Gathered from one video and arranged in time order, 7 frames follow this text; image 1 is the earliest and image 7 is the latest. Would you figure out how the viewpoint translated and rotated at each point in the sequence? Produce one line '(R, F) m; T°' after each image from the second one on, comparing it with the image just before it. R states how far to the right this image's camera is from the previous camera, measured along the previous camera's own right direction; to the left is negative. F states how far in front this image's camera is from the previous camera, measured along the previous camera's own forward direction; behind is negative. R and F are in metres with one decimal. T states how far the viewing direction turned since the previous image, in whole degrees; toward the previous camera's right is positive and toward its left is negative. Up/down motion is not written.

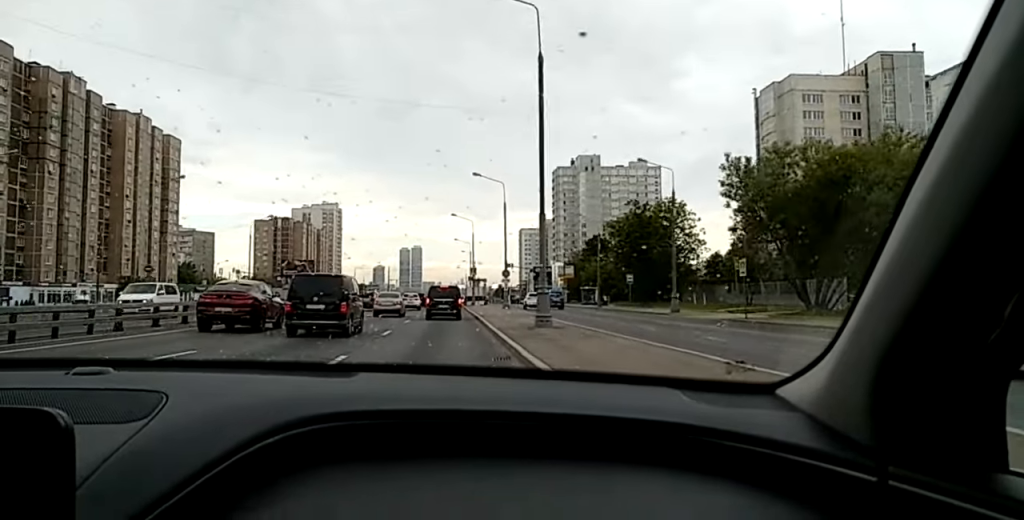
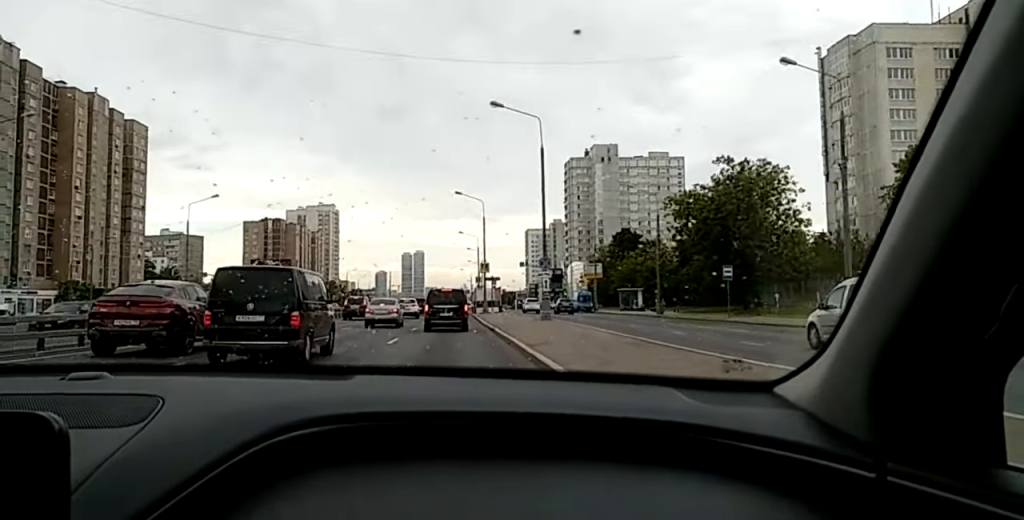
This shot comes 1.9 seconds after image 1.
(+0.4, +24.7) m; +1°
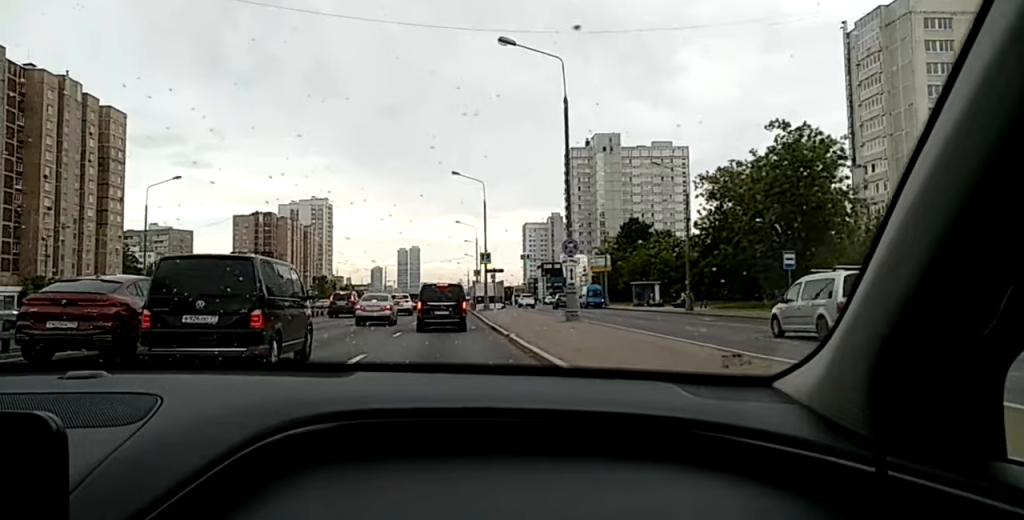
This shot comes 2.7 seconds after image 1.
(-0.1, +9.6) m; +1°
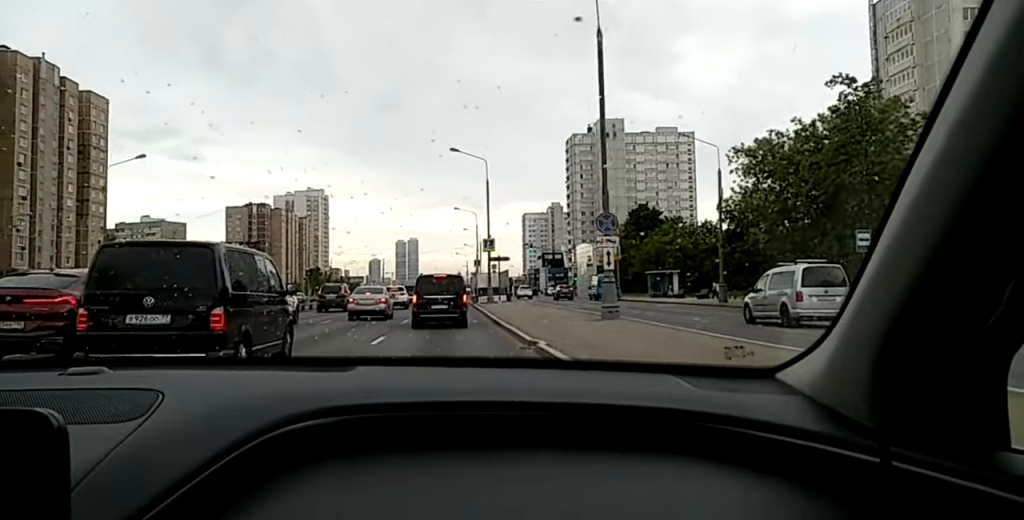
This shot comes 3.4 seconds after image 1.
(+0.1, +7.2) m; +2°
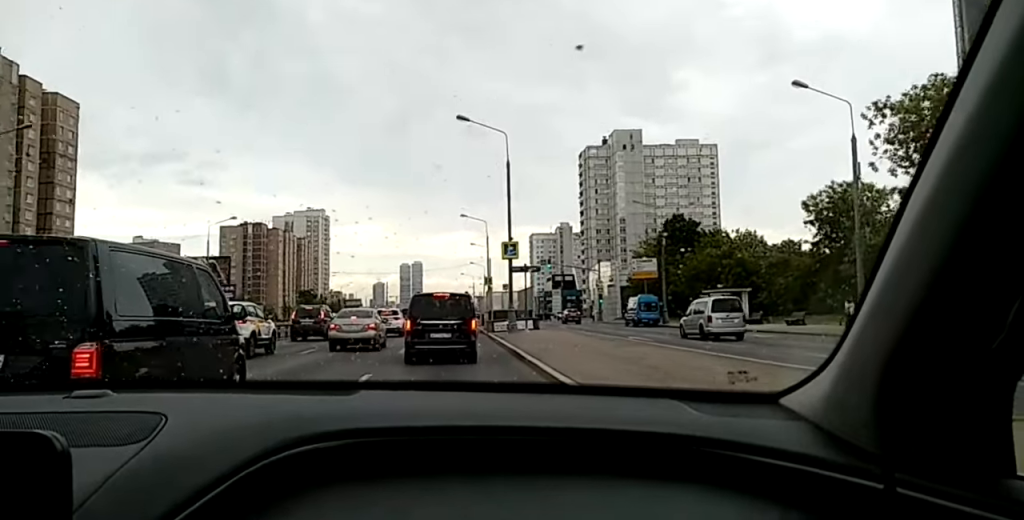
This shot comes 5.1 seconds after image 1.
(+0.4, +17.0) m; +1°
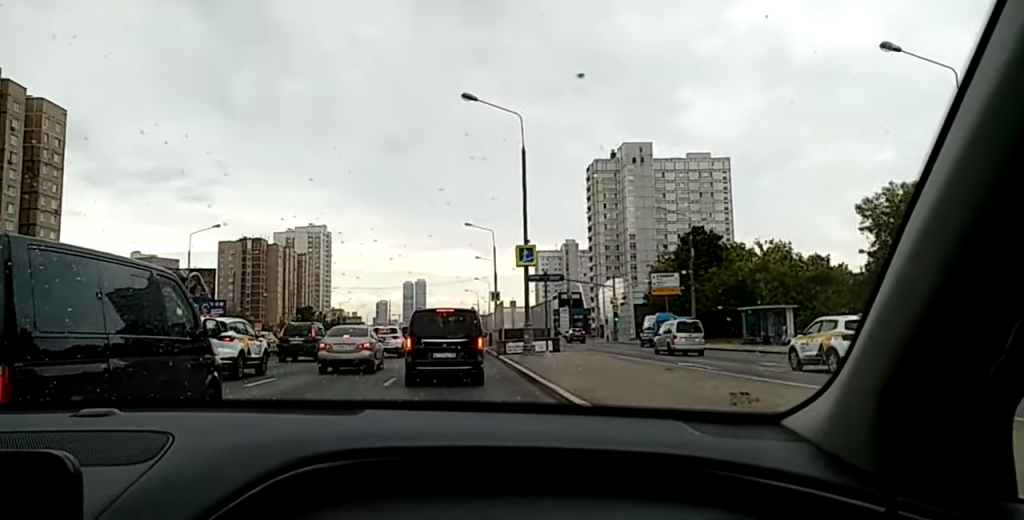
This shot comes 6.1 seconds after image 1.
(+0.1, +7.5) m; +2°
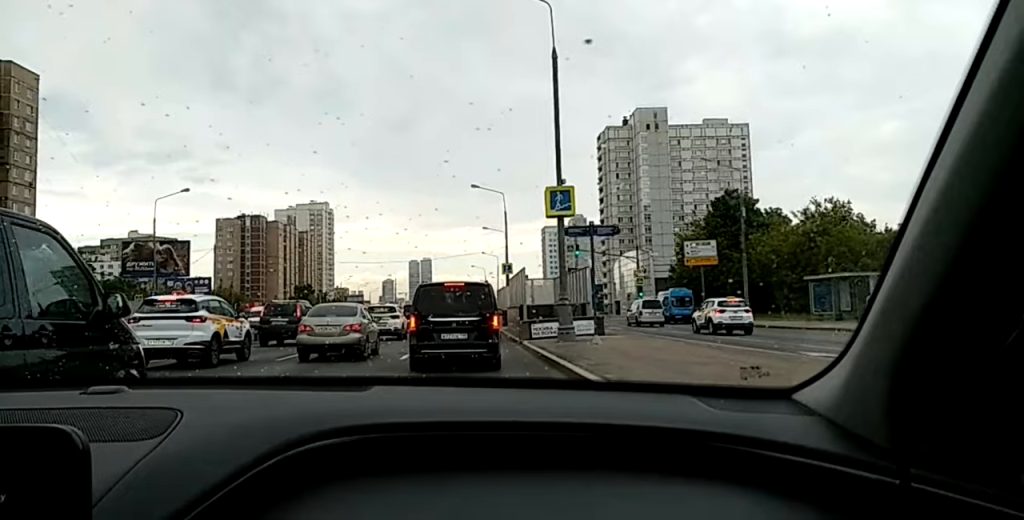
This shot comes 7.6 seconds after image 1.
(+0.1, +9.5) m; -1°
